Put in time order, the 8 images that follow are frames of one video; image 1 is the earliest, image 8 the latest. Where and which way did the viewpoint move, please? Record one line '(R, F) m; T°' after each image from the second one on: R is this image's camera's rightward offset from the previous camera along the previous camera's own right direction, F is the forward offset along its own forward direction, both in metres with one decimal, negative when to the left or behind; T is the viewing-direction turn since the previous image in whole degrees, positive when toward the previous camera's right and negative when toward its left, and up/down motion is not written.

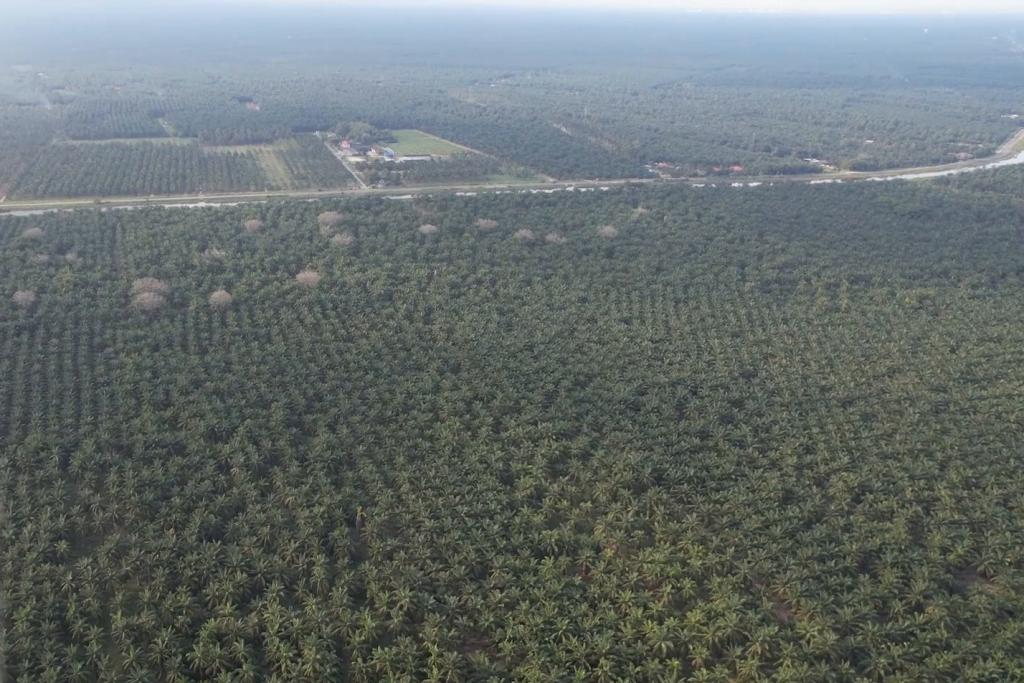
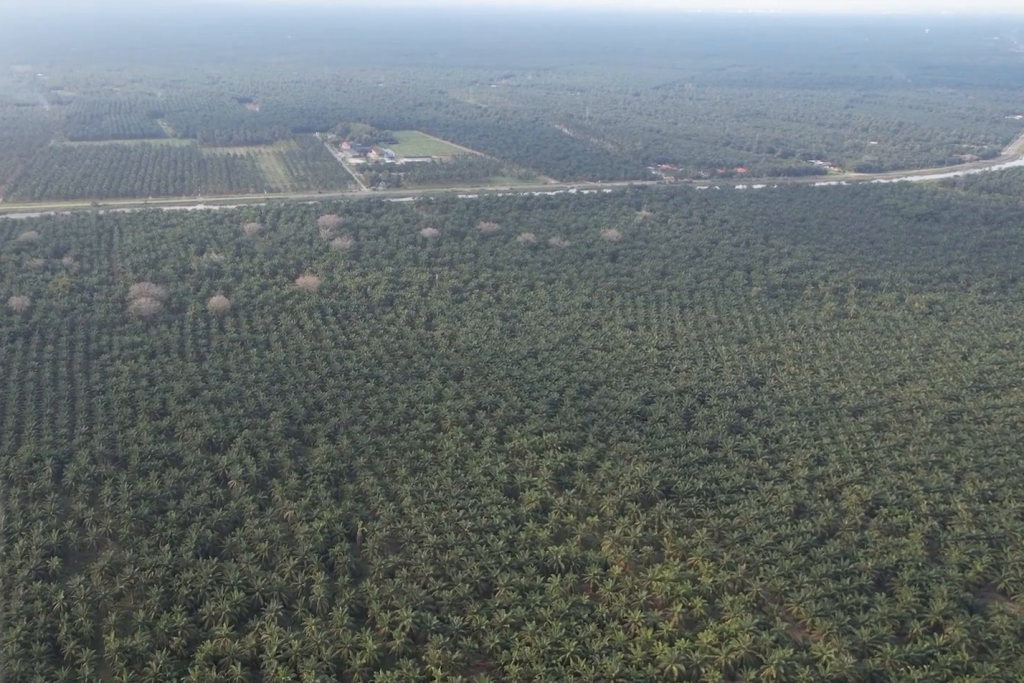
(0.0, +10.8) m; 0°
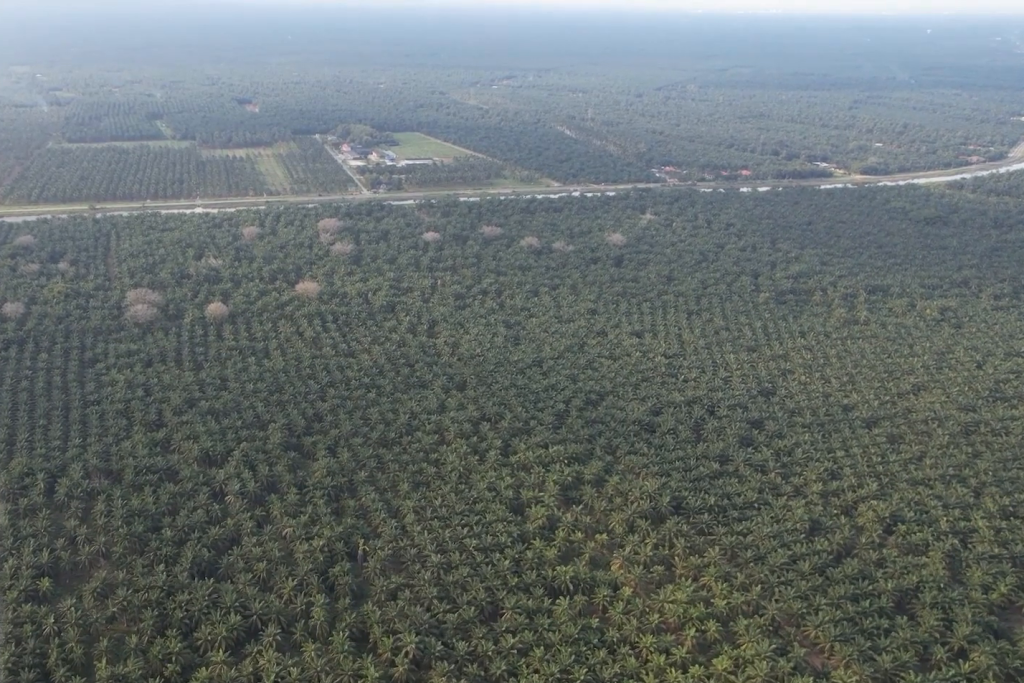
(0.0, +13.2) m; 0°
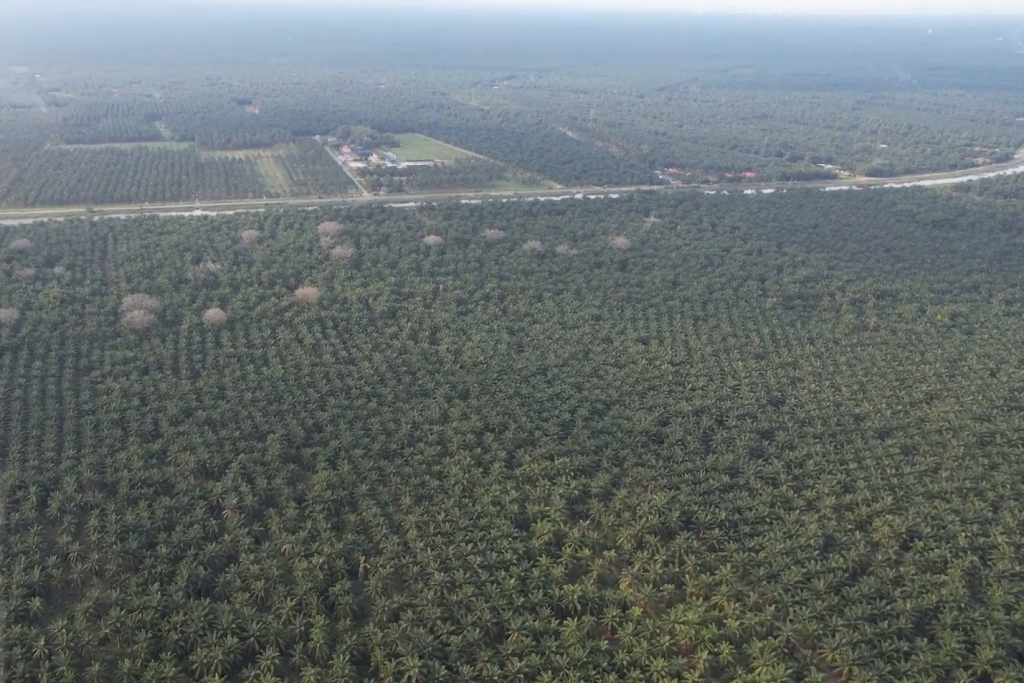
(0.0, +11.4) m; 0°
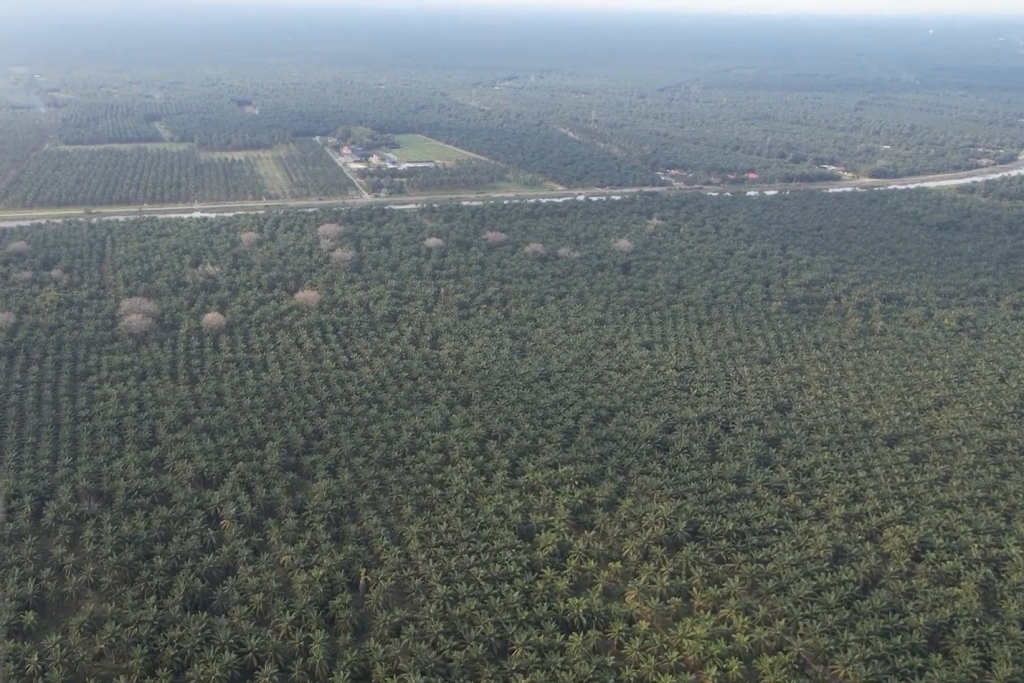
(0.0, +7.8) m; 0°
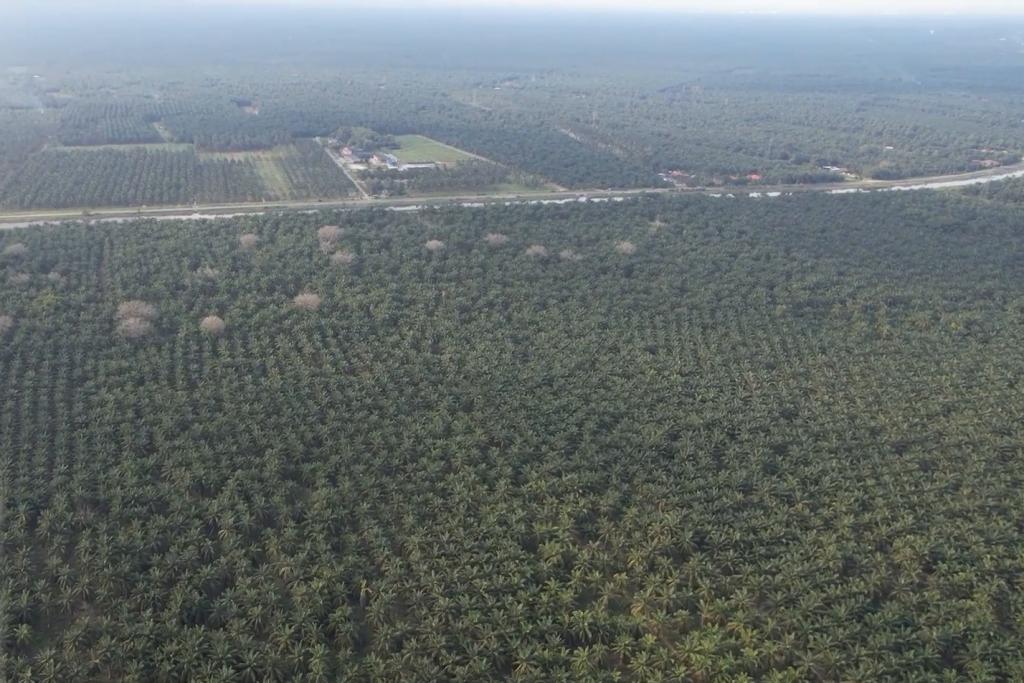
(0.0, +7.2) m; 0°
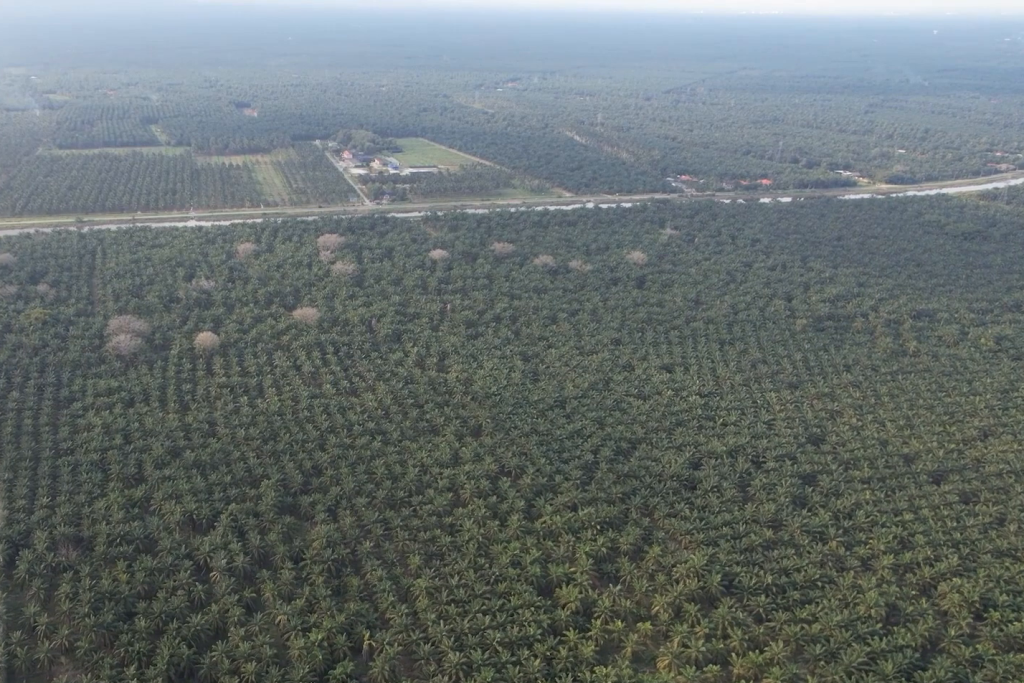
(0.0, +28.2) m; 0°
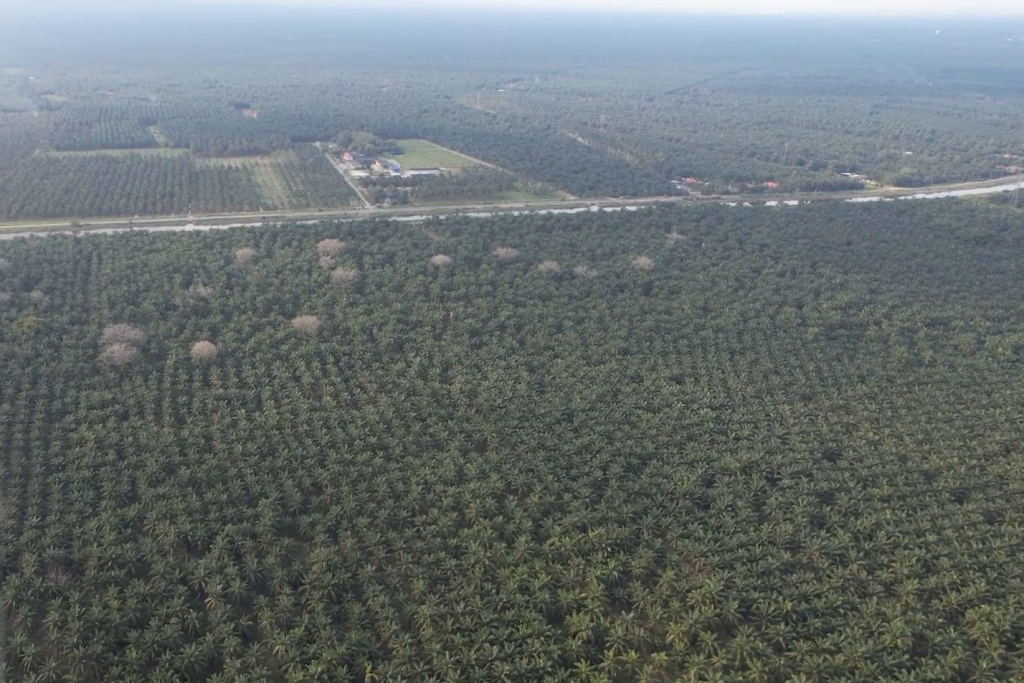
(0.0, +14.7) m; 0°
